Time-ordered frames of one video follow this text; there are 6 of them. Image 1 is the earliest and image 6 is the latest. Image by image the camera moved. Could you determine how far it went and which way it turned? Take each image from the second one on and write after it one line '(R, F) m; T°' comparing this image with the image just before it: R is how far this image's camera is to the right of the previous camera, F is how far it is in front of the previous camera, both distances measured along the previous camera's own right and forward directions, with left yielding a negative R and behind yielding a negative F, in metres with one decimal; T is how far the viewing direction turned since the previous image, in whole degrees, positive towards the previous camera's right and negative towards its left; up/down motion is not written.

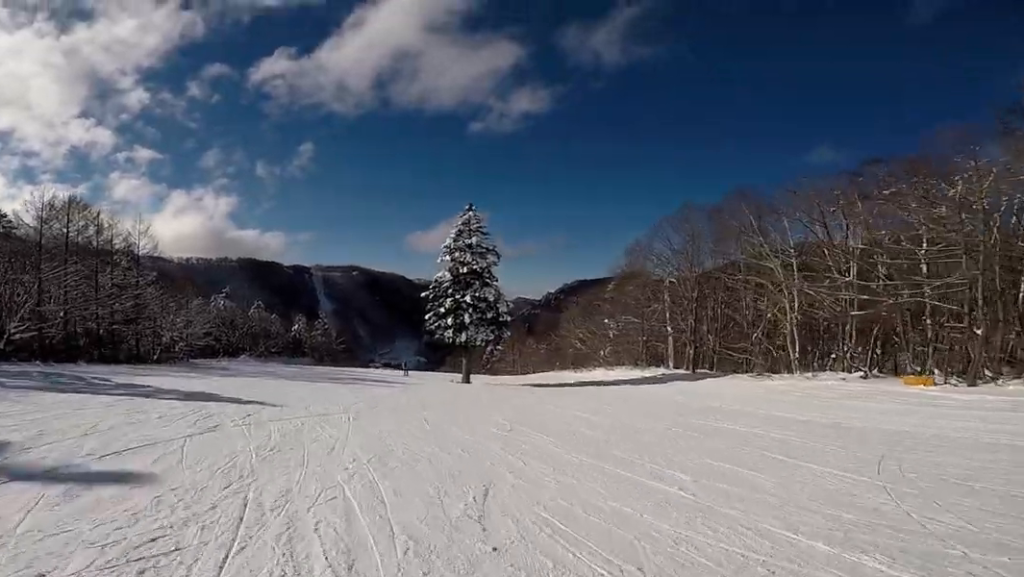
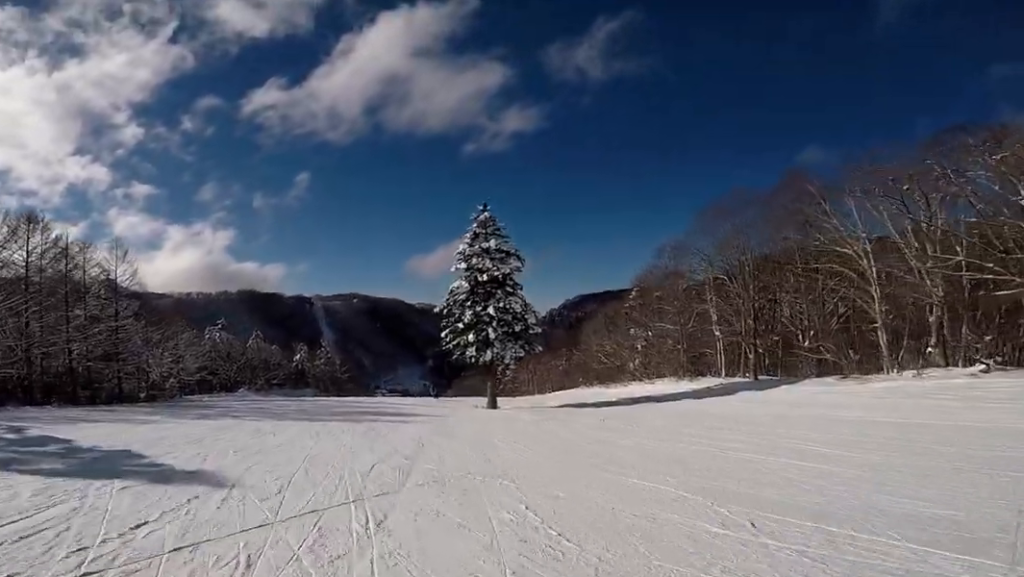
(0.0, +6.2) m; 0°
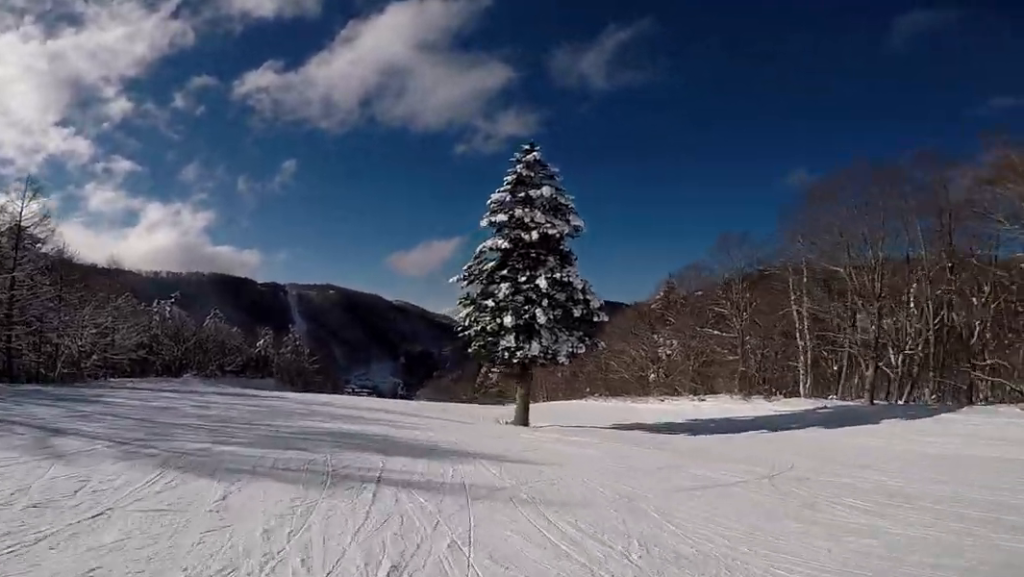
(0.0, +12.5) m; +5°
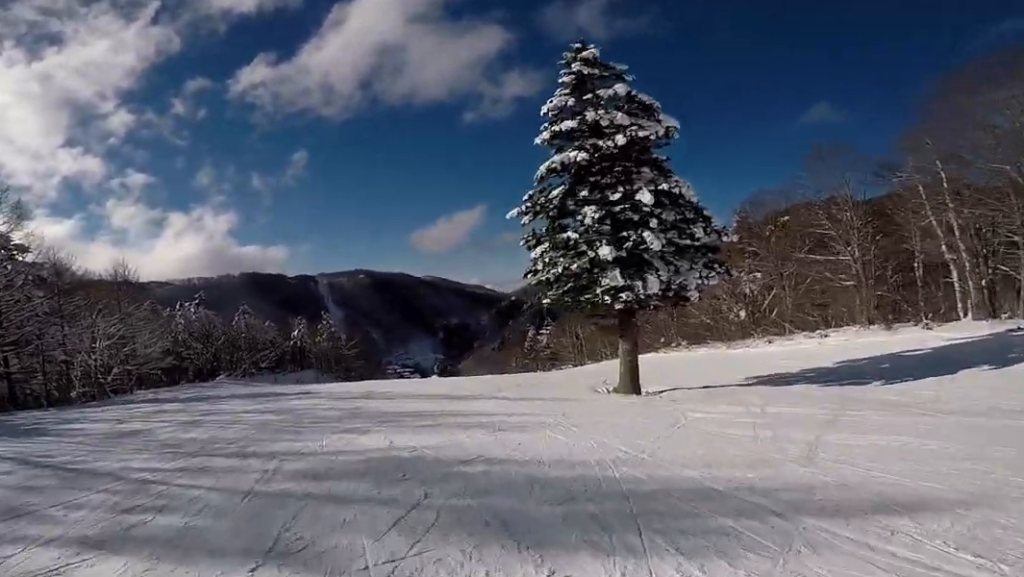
(+0.1, +6.5) m; +6°
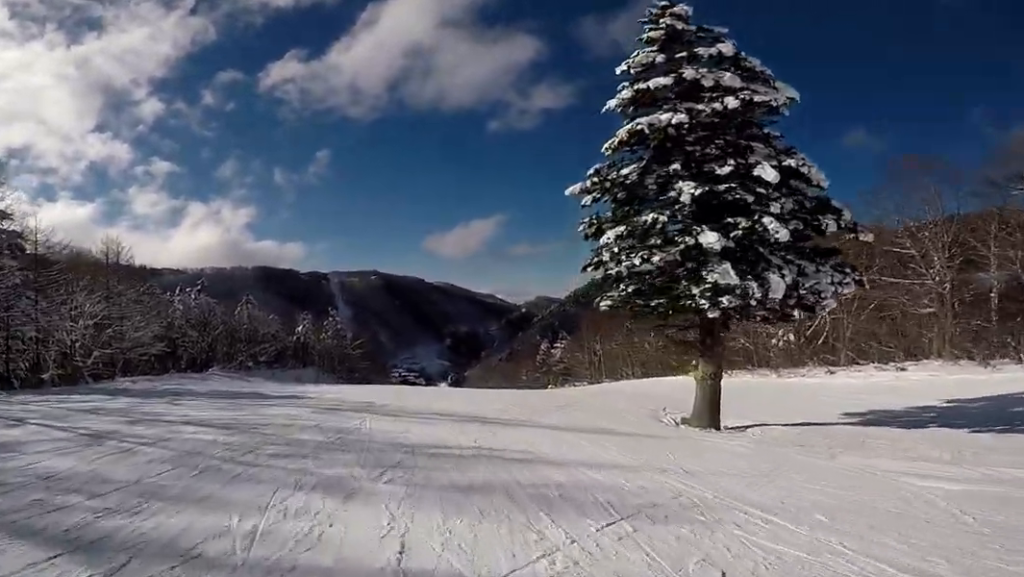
(+0.8, +4.5) m; +1°
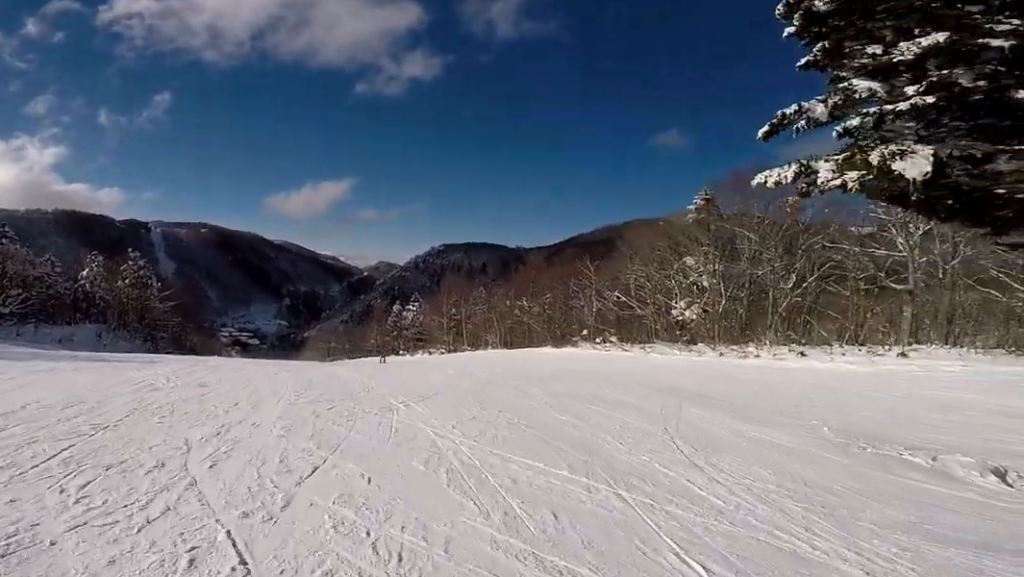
(+0.9, +13.5) m; +10°
